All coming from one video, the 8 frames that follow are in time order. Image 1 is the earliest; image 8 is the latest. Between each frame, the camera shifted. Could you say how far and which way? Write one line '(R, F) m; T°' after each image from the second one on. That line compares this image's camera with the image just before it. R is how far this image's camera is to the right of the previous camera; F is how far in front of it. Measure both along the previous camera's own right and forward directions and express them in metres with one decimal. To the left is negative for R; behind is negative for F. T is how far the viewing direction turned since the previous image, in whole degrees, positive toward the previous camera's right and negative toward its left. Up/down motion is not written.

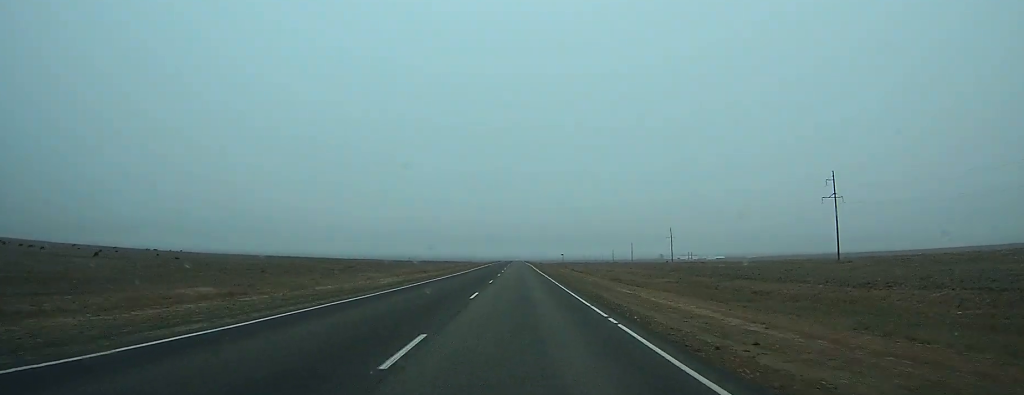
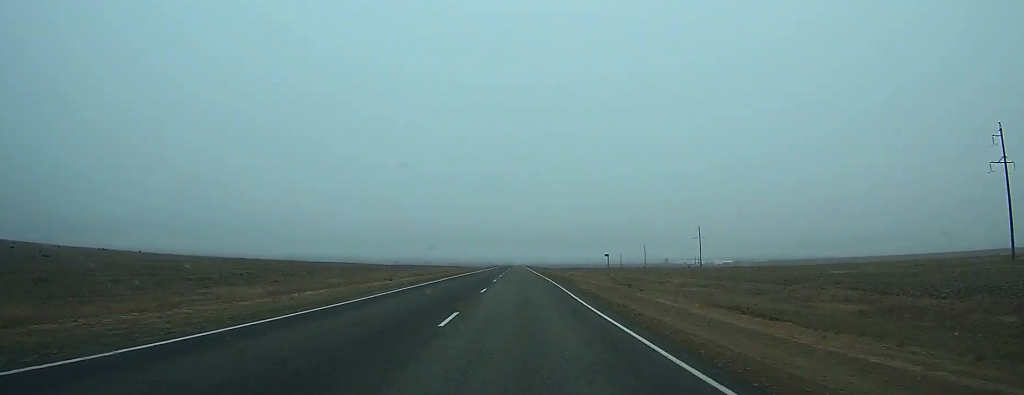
(-0.2, +58.6) m; 0°
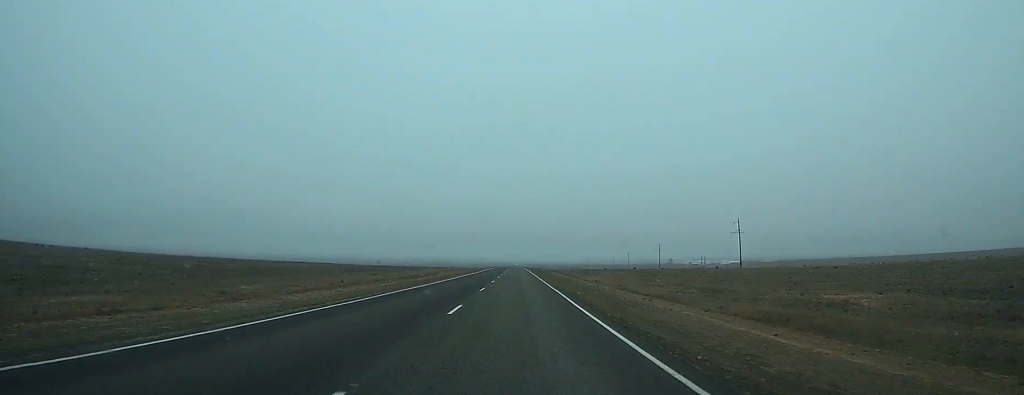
(-0.1, +57.1) m; 0°
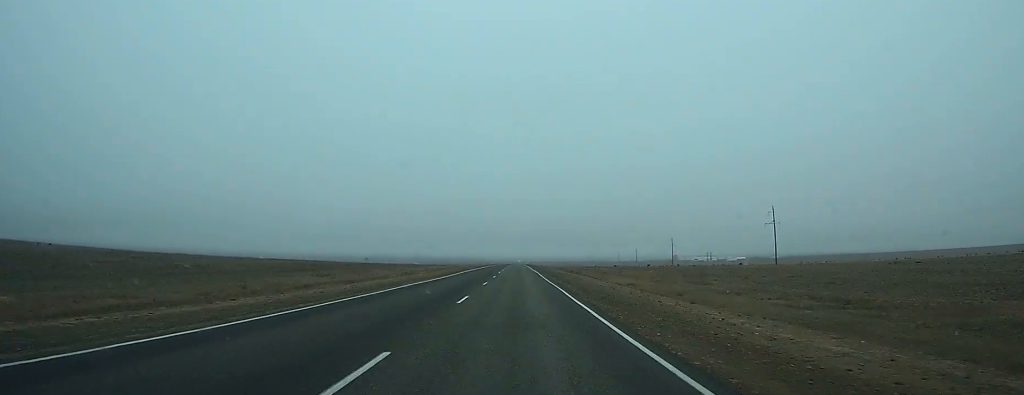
(+0.1, +32.7) m; 0°
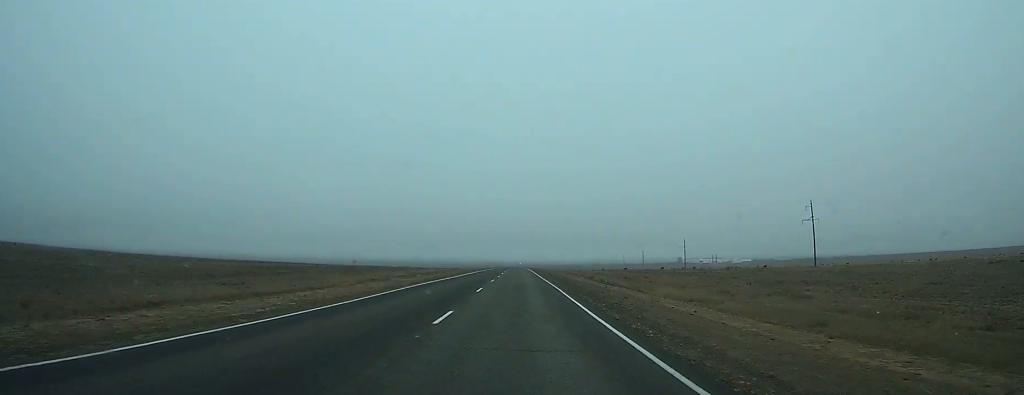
(0.0, +27.8) m; 0°
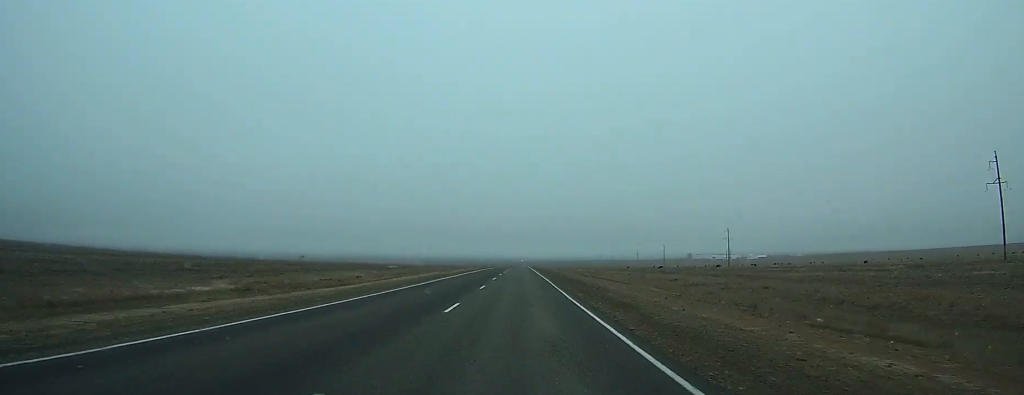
(+0.1, +82.6) m; 0°
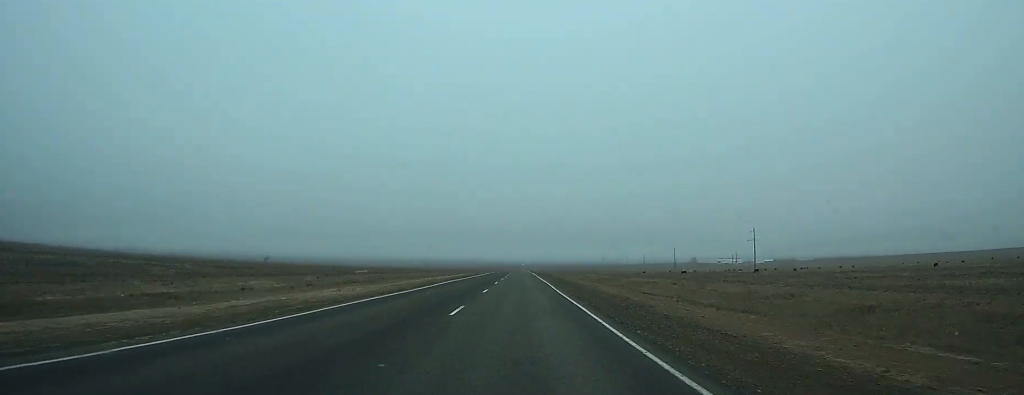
(-0.1, +37.5) m; 0°
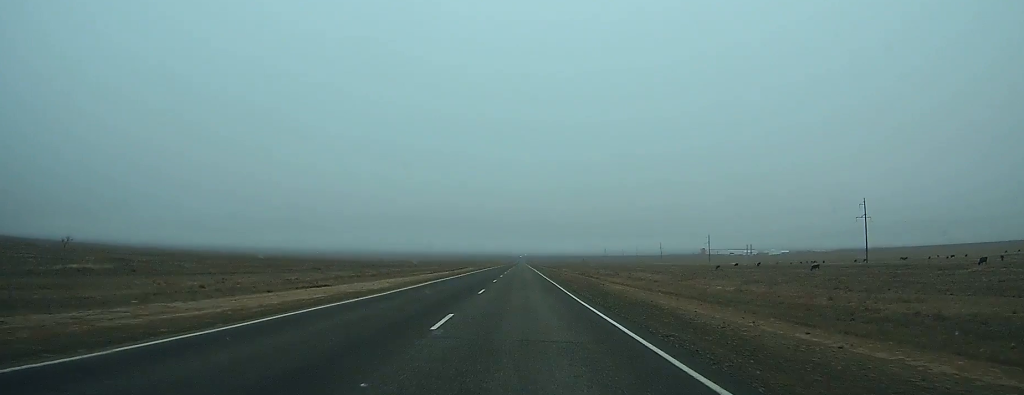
(-0.3, +100.0) m; 0°
